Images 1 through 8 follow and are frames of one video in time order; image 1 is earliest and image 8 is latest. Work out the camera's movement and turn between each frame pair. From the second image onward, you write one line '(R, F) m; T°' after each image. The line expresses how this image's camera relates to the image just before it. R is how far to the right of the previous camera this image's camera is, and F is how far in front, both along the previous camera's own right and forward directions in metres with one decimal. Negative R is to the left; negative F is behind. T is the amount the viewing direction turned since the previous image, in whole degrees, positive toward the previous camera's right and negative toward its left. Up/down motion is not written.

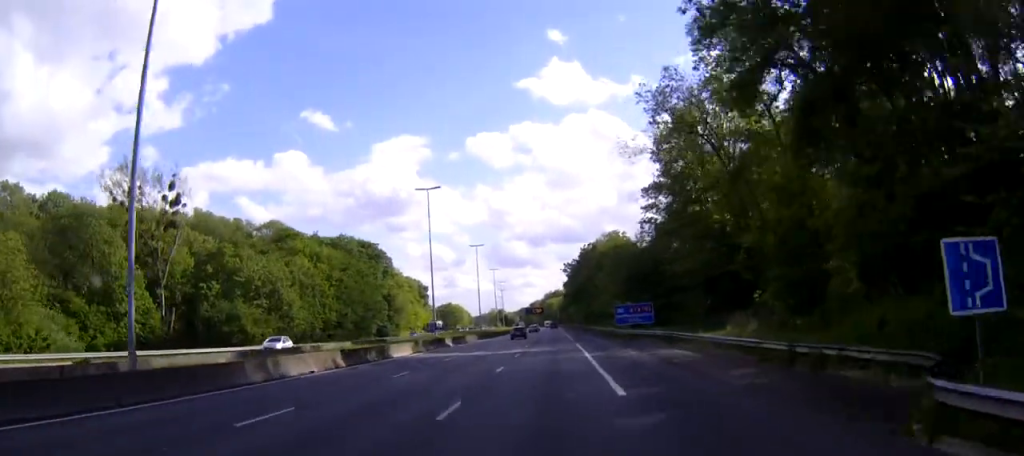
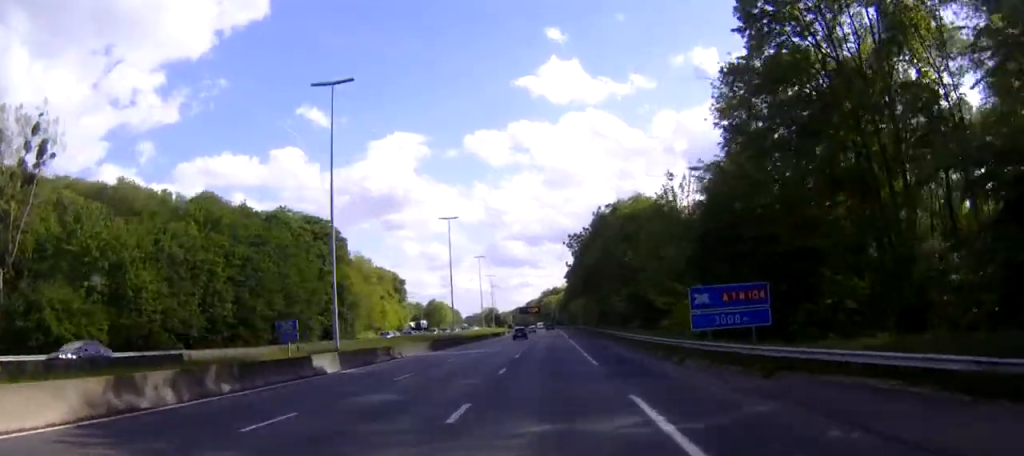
(+0.1, +38.9) m; -1°
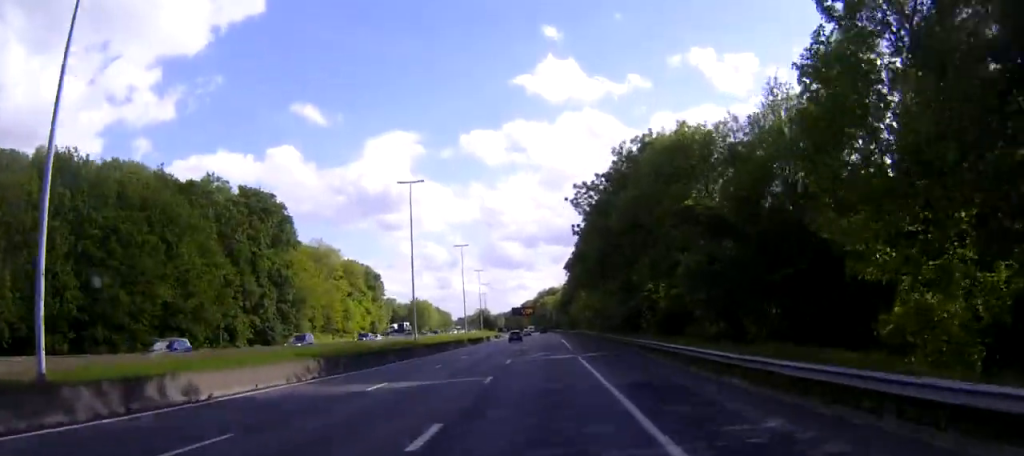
(-0.3, +29.2) m; -1°
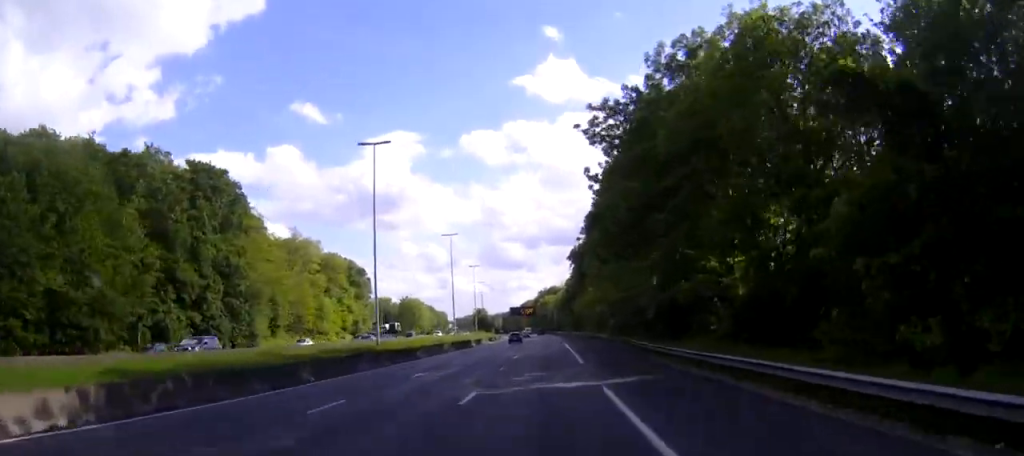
(0.0, +18.6) m; 0°
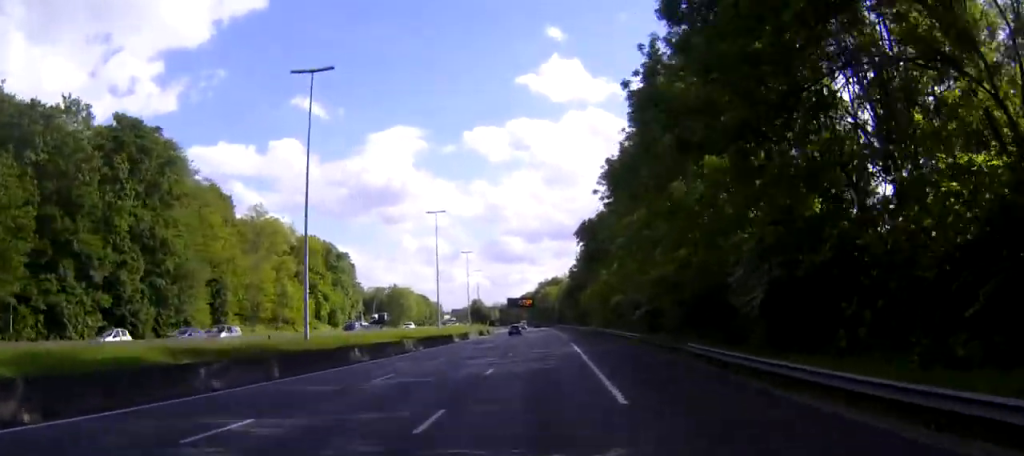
(+0.1, +19.4) m; 0°
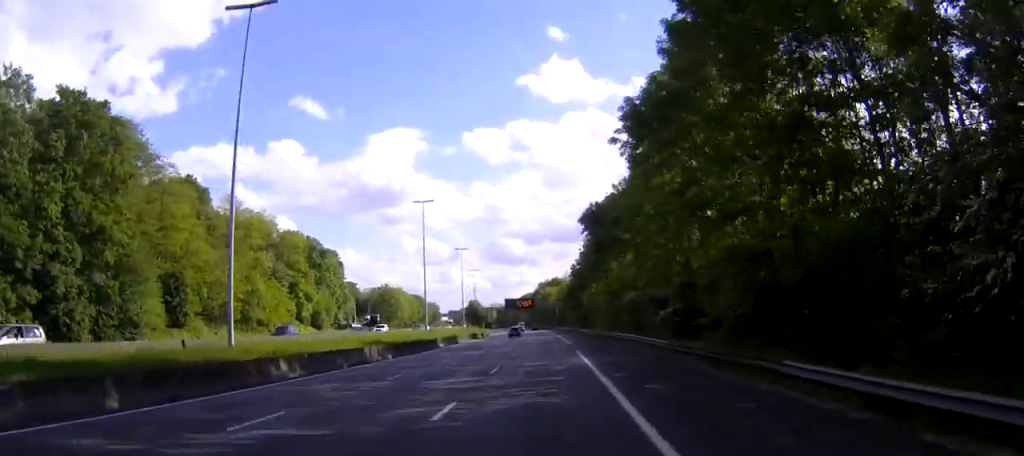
(0.0, +11.4) m; 0°
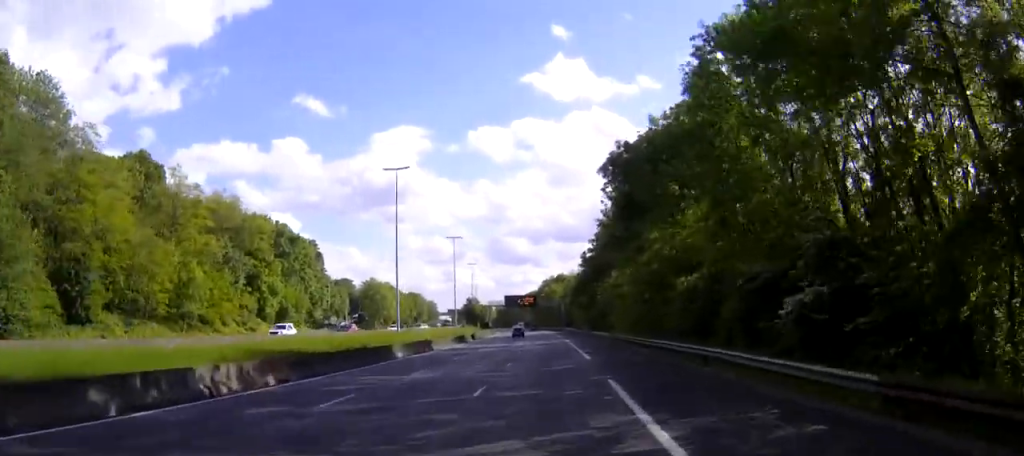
(-0.1, +21.1) m; -1°
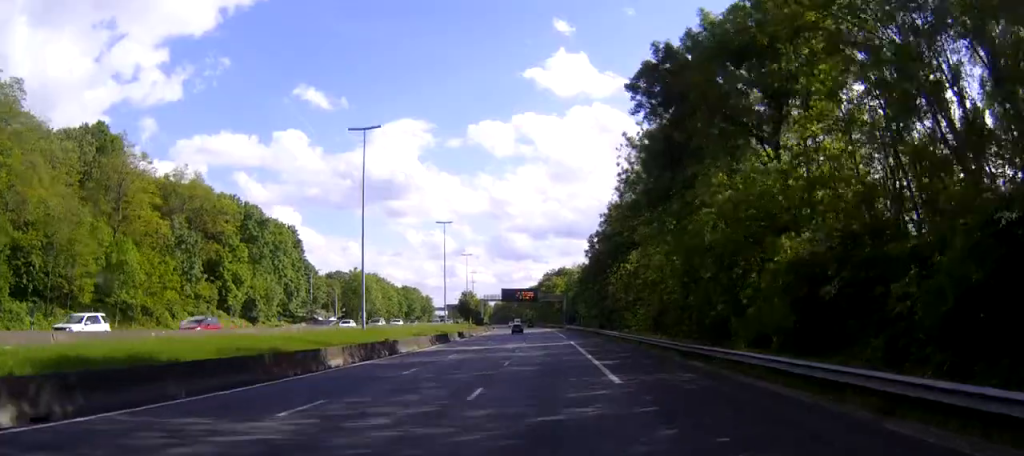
(+0.1, +14.9) m; -1°
